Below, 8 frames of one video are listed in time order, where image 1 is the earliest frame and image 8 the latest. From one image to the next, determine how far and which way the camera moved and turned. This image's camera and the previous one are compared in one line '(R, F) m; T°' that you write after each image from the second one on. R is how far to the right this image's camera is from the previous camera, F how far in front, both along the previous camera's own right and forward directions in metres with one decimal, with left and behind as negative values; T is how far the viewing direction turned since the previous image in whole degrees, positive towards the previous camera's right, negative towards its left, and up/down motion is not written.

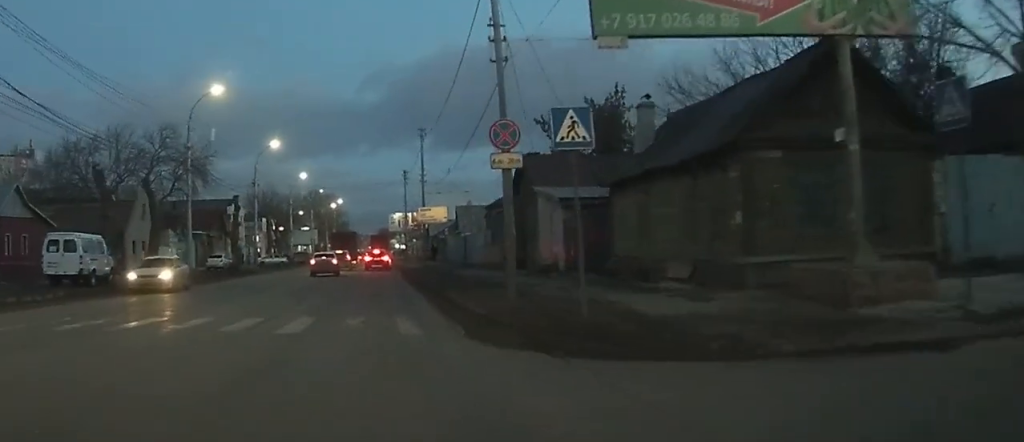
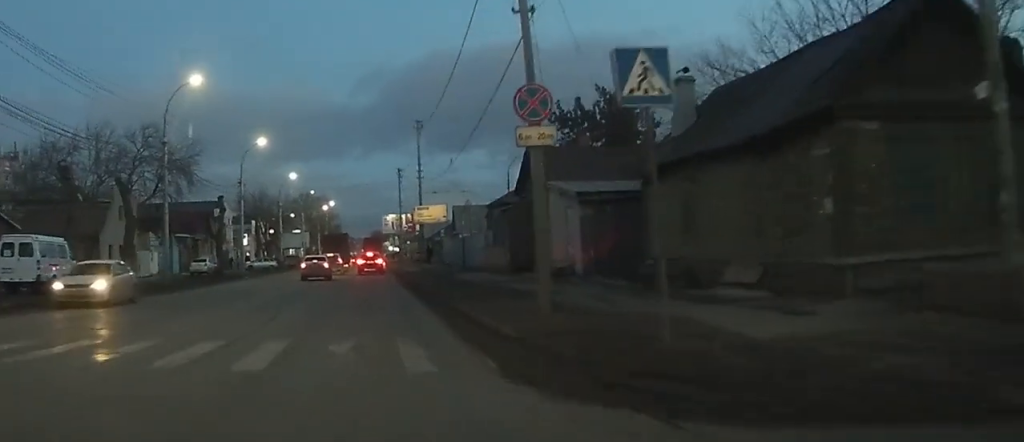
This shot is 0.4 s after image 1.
(0.0, +3.8) m; +1°
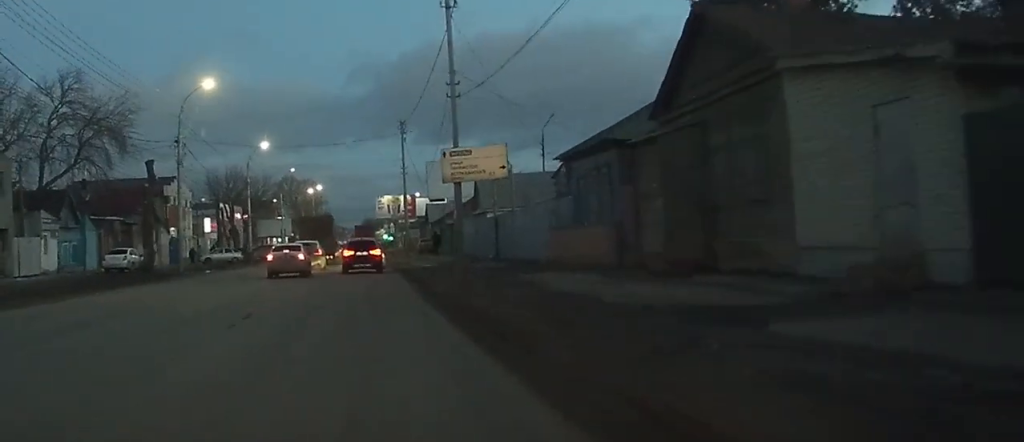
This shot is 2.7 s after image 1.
(+0.5, +20.7) m; +2°
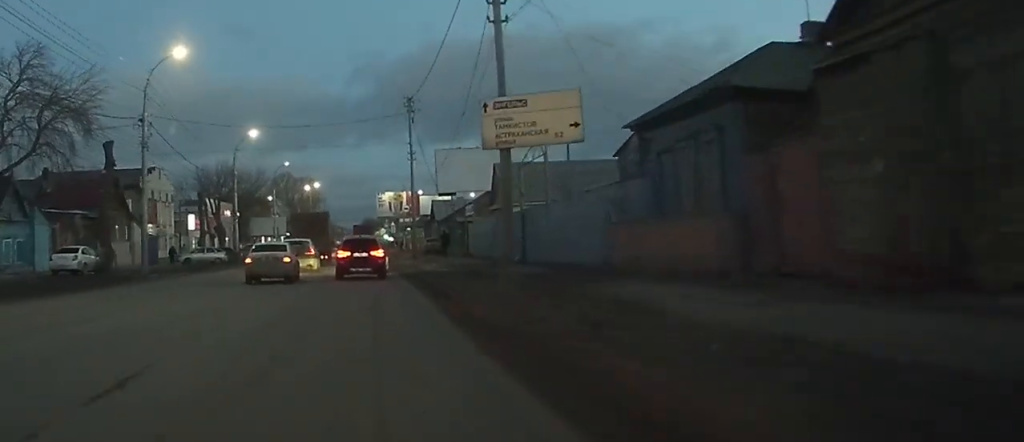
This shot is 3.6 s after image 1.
(0.0, +8.7) m; 0°
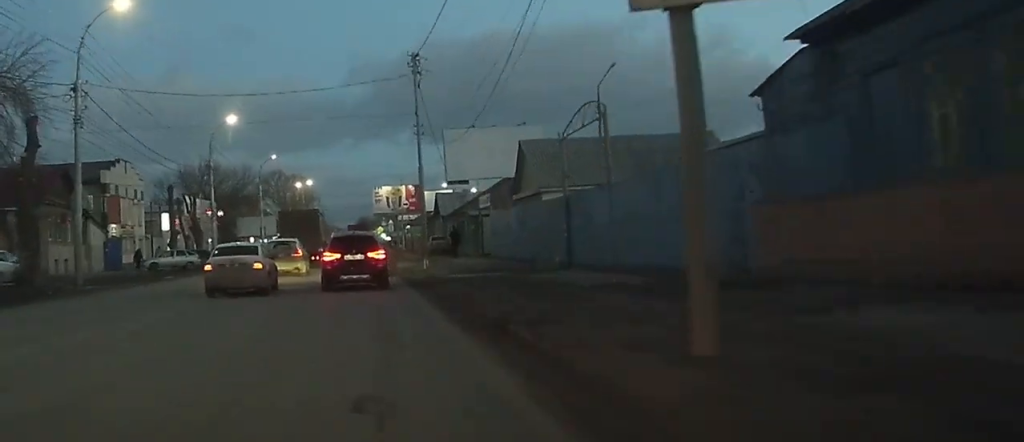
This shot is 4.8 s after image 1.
(0.0, +10.9) m; 0°
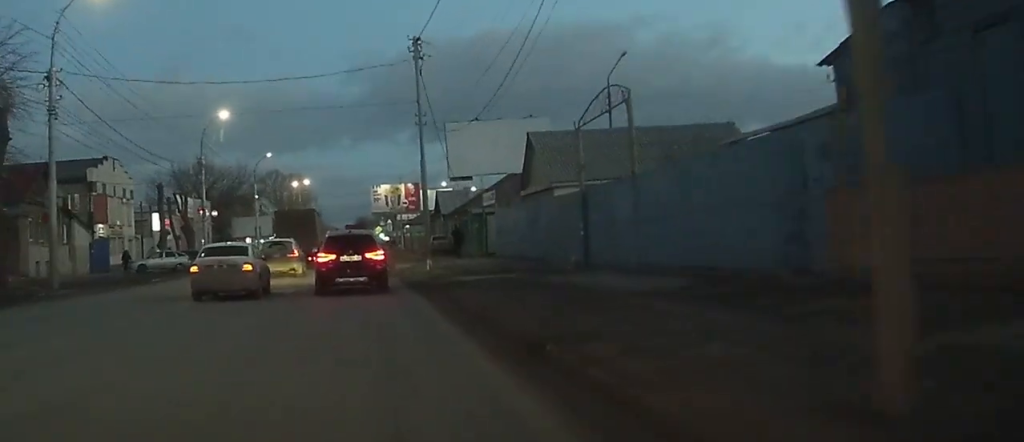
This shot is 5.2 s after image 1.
(0.0, +3.4) m; 0°
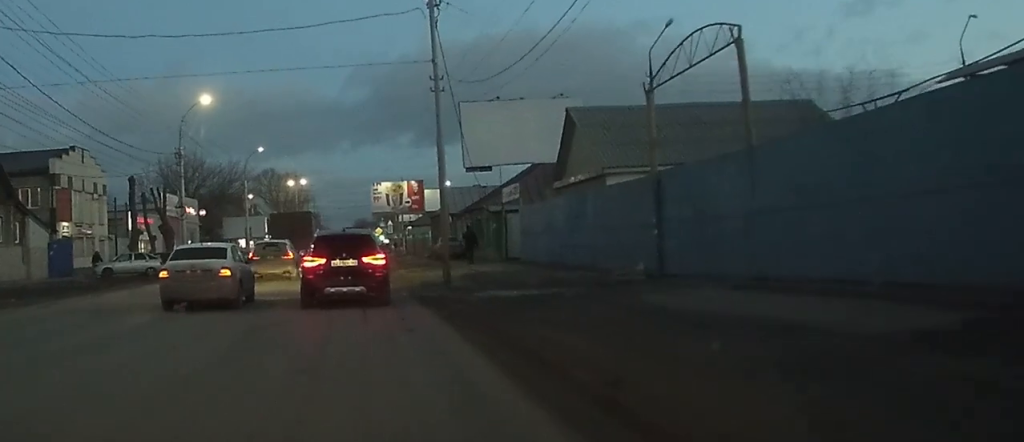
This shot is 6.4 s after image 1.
(0.0, +8.9) m; 0°
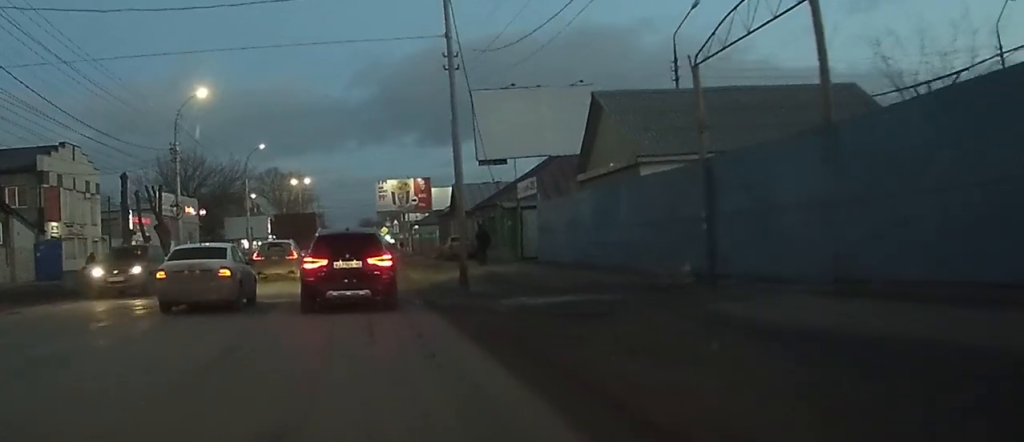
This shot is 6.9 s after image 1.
(0.0, +3.2) m; 0°
